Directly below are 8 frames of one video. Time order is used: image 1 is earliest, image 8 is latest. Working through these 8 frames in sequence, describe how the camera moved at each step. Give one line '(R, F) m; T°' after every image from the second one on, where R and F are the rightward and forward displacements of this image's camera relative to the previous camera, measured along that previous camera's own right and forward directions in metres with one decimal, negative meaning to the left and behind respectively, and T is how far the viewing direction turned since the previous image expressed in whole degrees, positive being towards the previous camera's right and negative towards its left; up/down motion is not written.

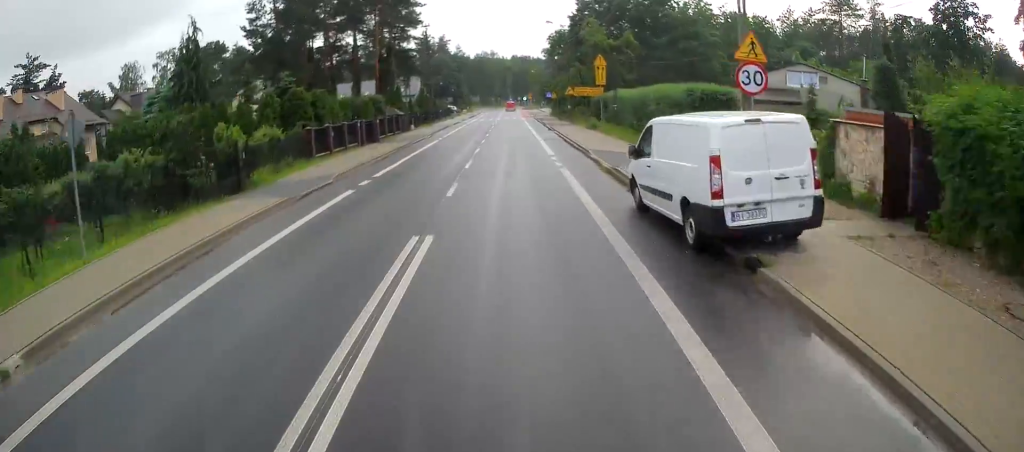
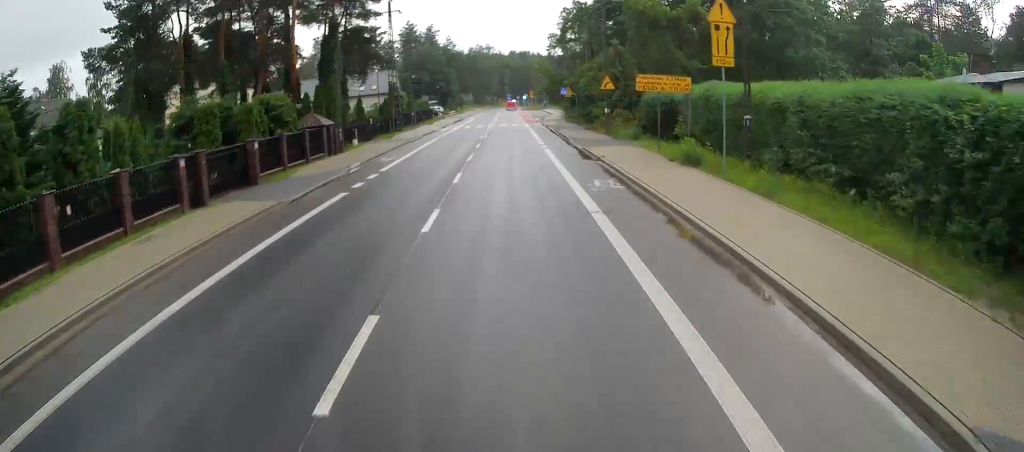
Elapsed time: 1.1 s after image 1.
(+0.5, +21.5) m; +2°
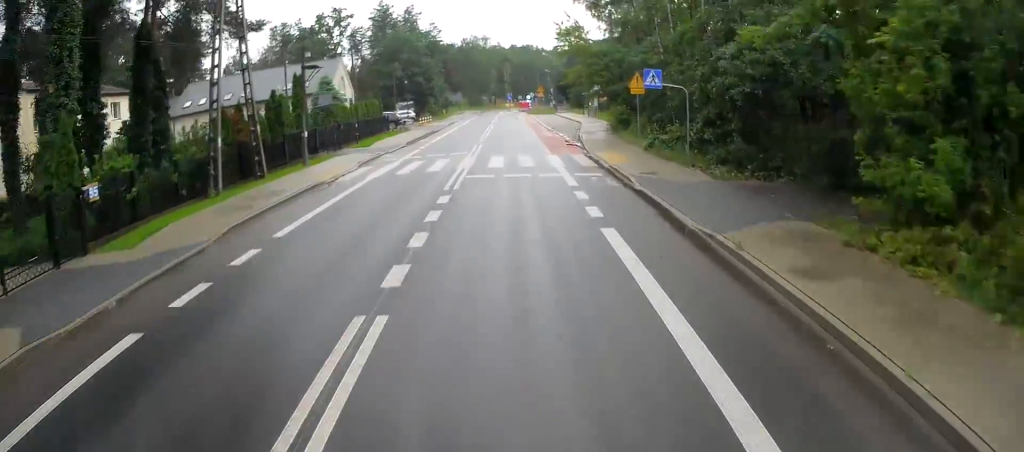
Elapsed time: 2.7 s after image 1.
(0.0, +30.3) m; 0°
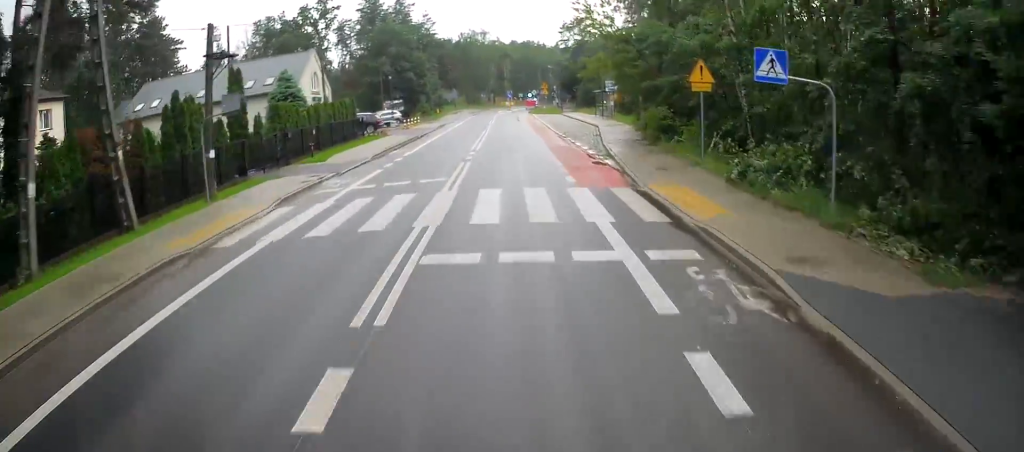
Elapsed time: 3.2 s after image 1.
(0.0, +8.9) m; 0°
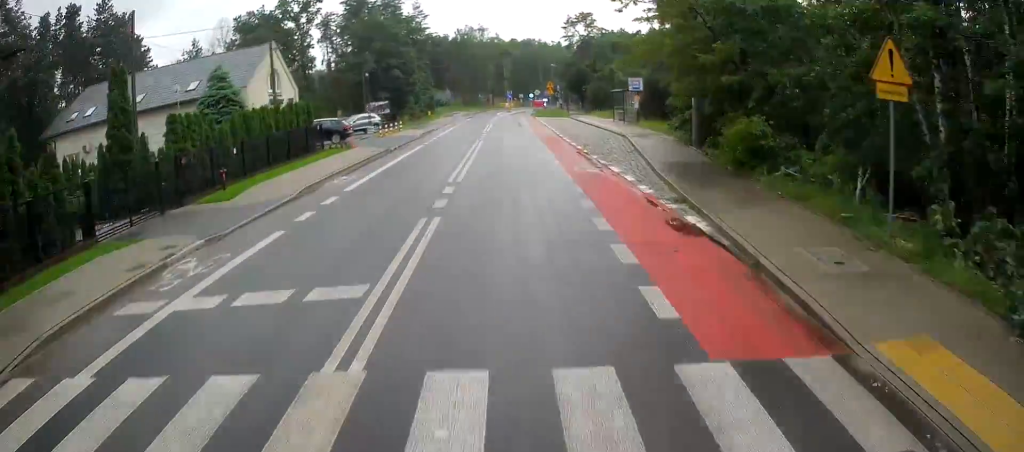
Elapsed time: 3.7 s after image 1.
(+0.2, +9.5) m; 0°
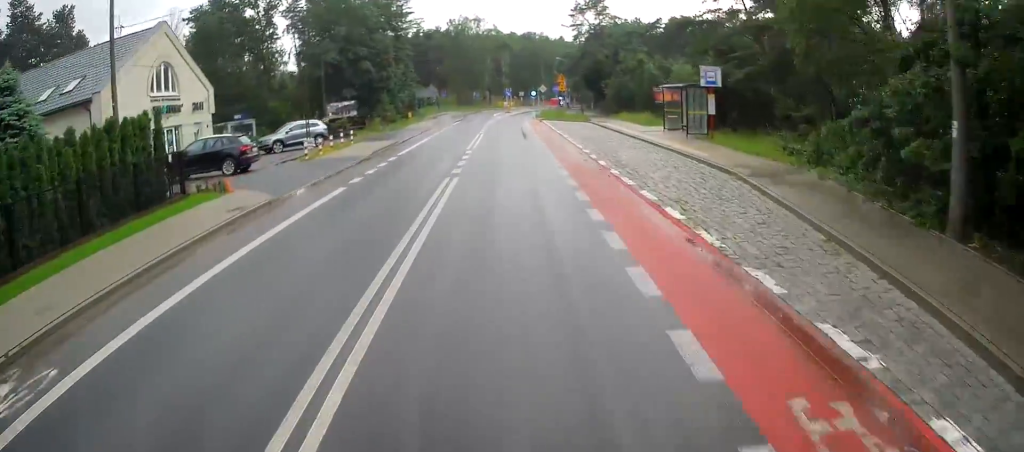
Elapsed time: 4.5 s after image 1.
(0.0, +15.2) m; -1°
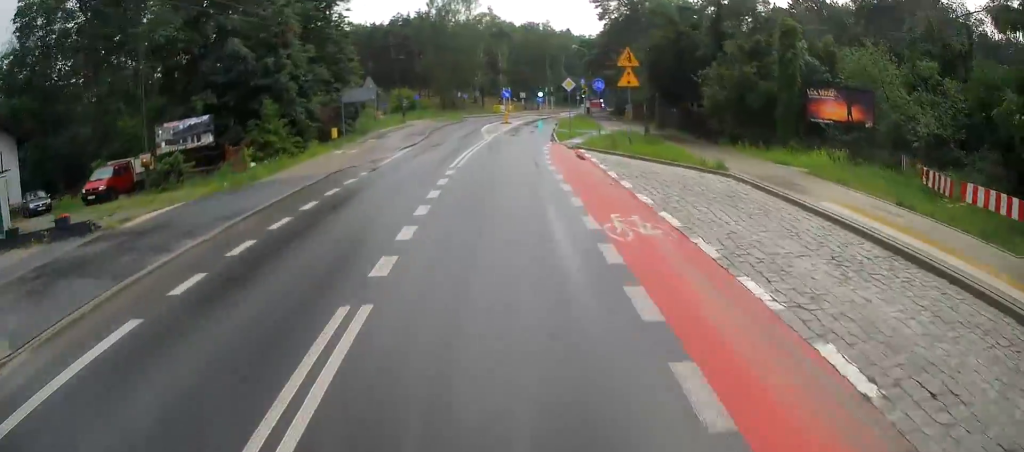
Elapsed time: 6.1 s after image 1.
(-0.5, +30.1) m; 0°
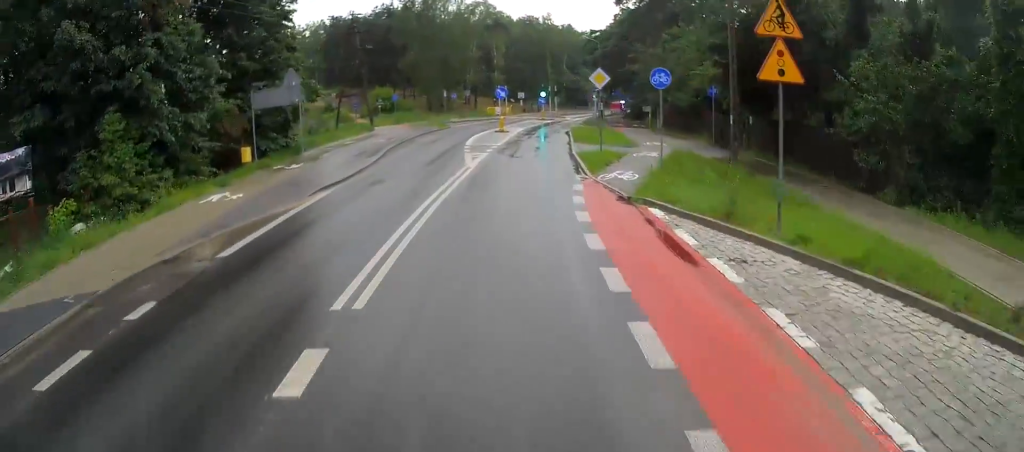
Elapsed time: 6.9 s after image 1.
(+0.4, +13.8) m; 0°
